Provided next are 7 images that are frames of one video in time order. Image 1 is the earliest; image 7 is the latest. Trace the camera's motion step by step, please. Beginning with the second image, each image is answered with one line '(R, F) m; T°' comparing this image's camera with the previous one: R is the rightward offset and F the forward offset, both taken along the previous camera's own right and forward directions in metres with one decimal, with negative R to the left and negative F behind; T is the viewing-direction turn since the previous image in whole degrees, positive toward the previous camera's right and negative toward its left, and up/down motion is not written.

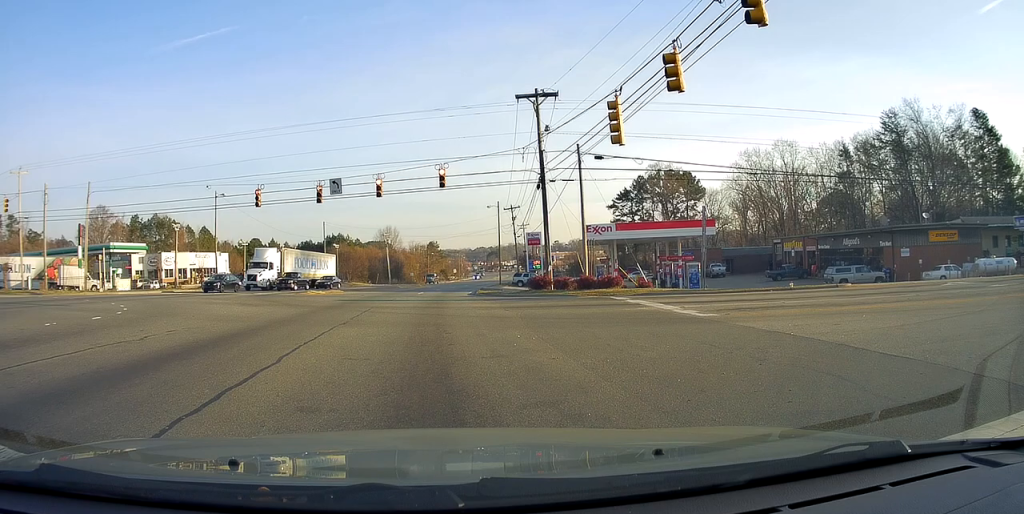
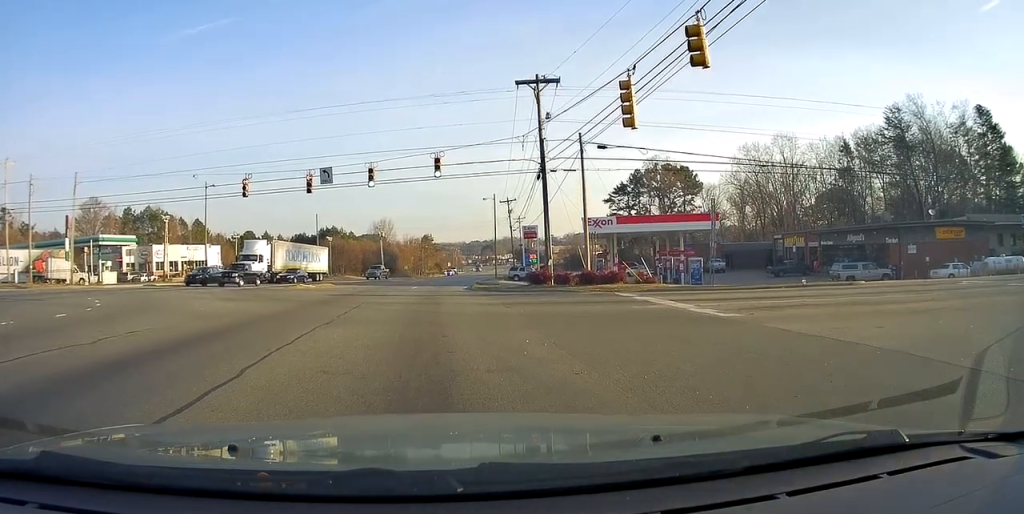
(-0.1, +0.7) m; 0°
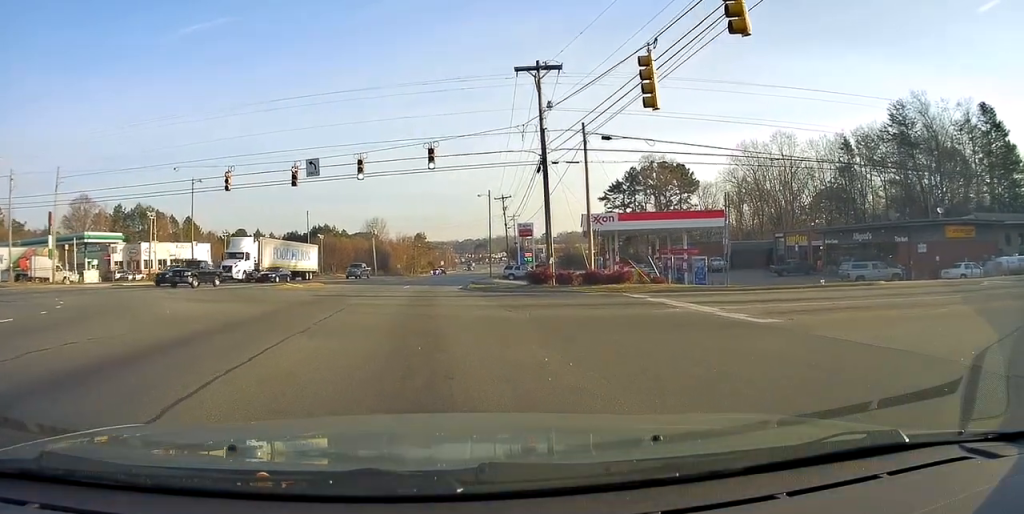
(0.0, +0.8) m; -2°
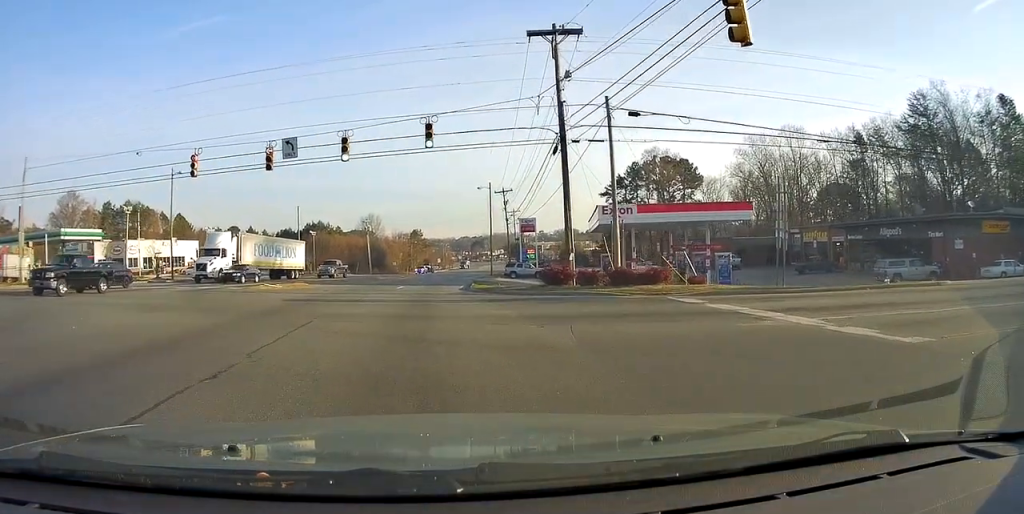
(0.0, +3.1) m; -4°
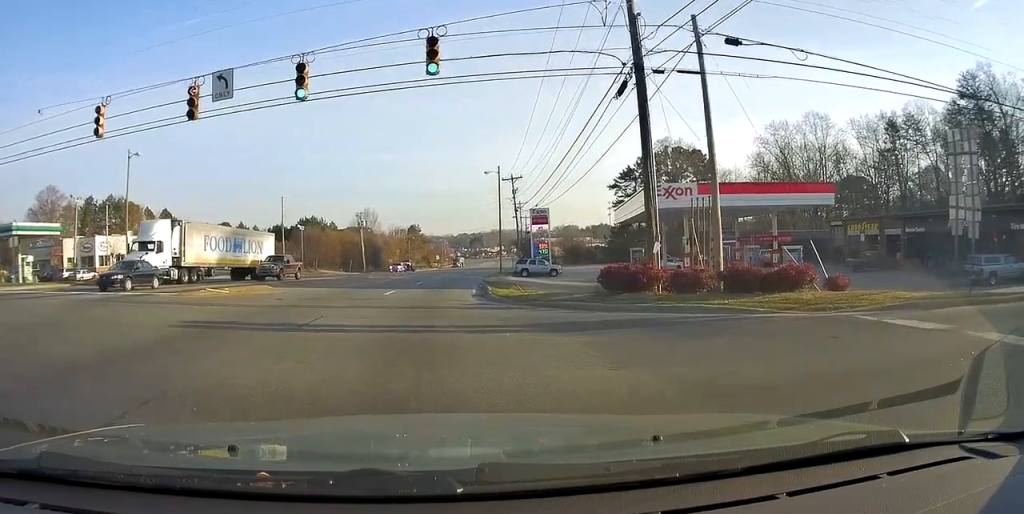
(-0.5, +7.7) m; -1°
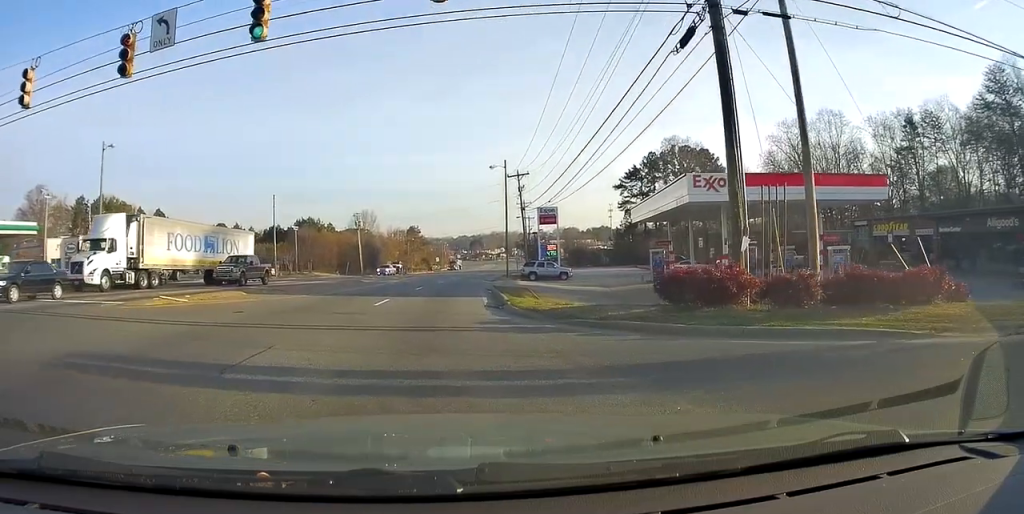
(+0.2, +4.3) m; +4°
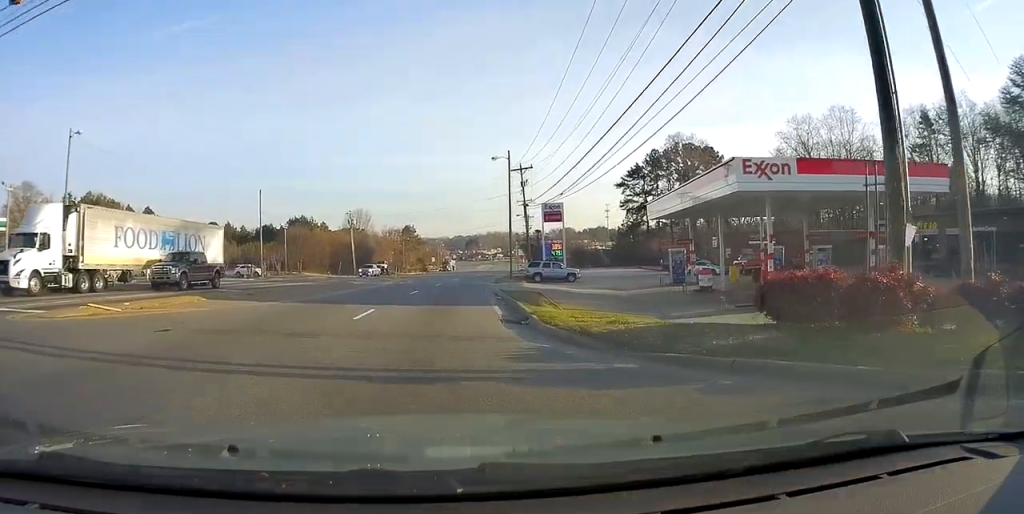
(0.0, +4.1) m; +3°
